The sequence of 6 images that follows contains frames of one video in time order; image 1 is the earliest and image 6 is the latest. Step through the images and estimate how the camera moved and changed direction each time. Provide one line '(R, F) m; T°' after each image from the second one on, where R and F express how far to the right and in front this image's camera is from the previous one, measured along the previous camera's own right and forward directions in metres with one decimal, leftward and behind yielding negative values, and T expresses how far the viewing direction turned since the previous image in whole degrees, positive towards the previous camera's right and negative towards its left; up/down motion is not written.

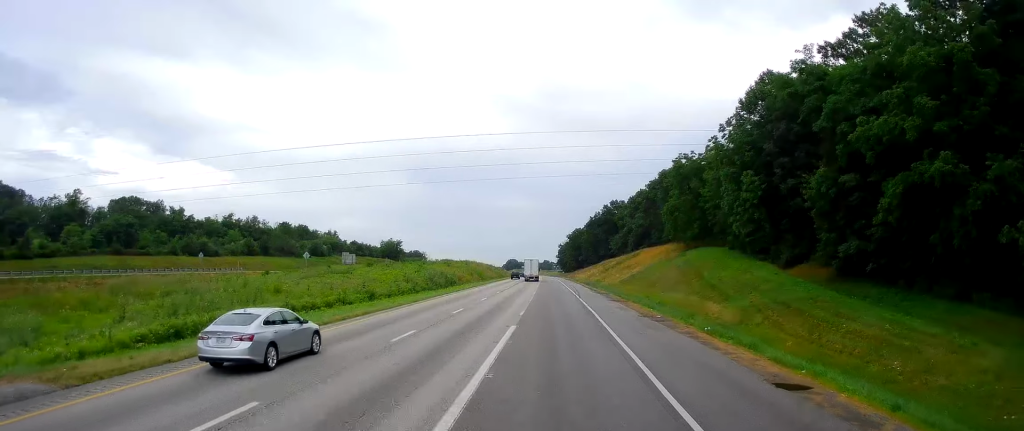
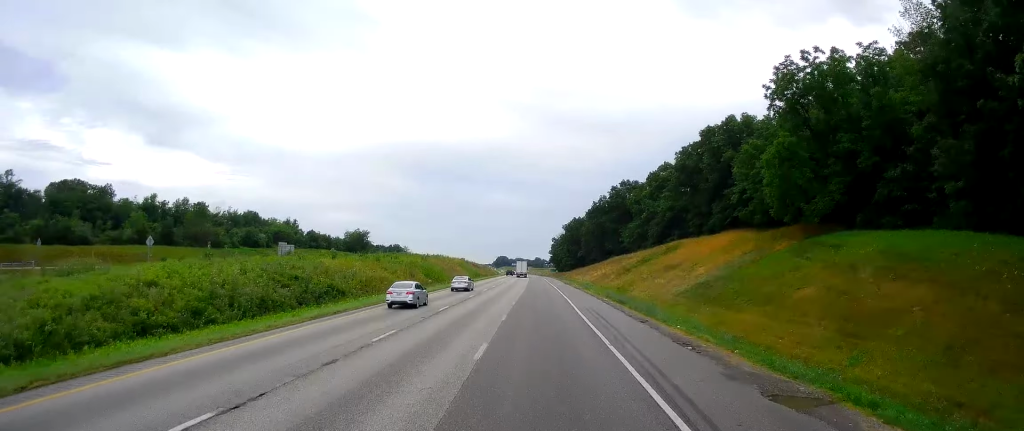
(+2.2, +51.7) m; +2°
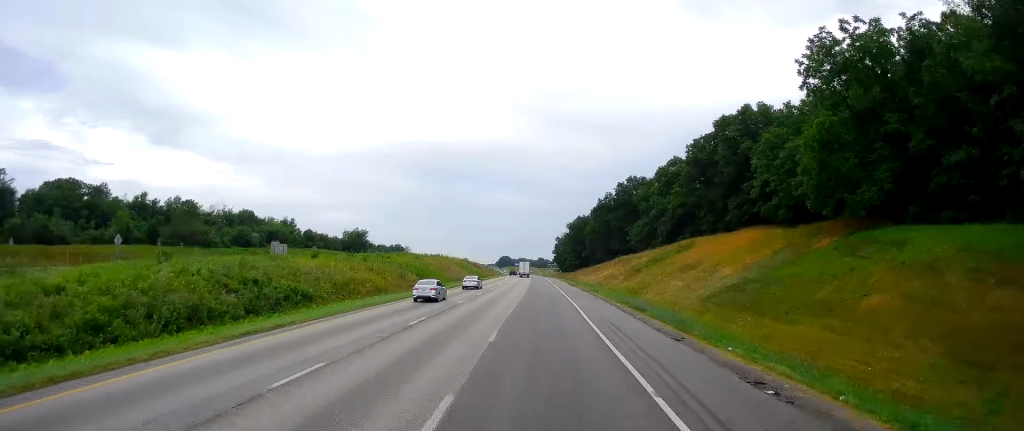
(-0.1, +7.8) m; 0°
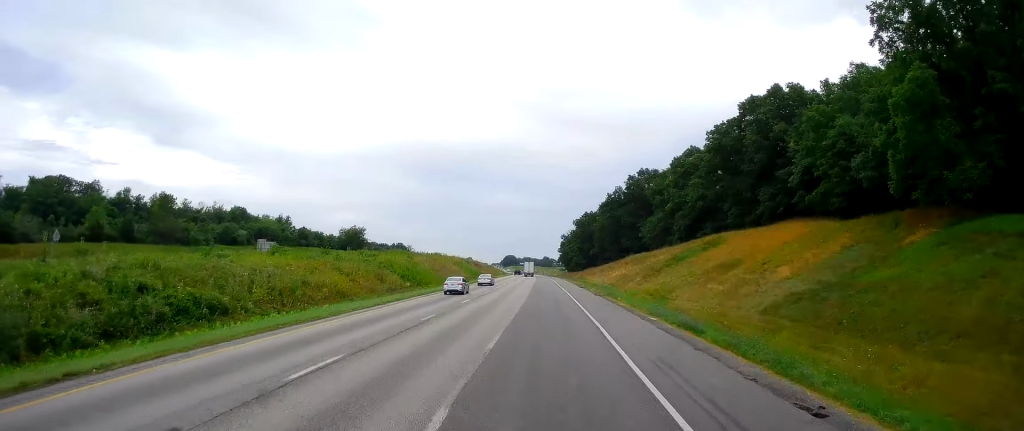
(-0.2, +12.5) m; -1°
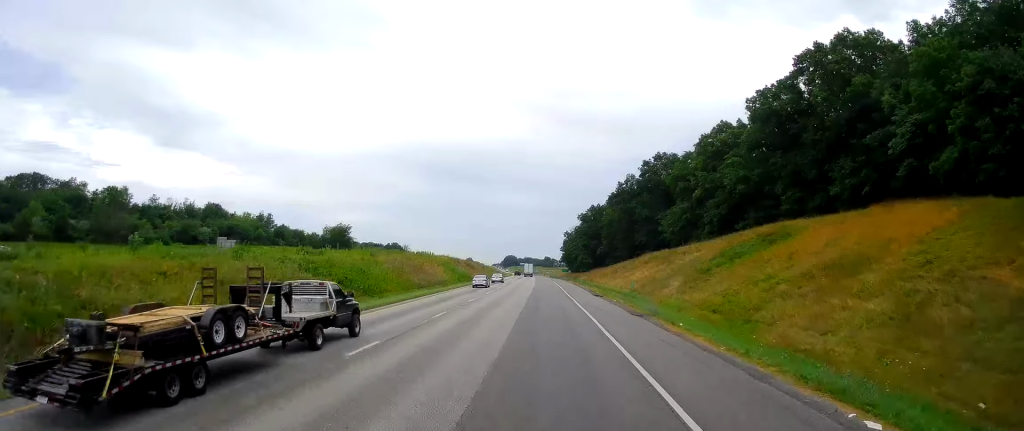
(0.0, +23.1) m; 0°
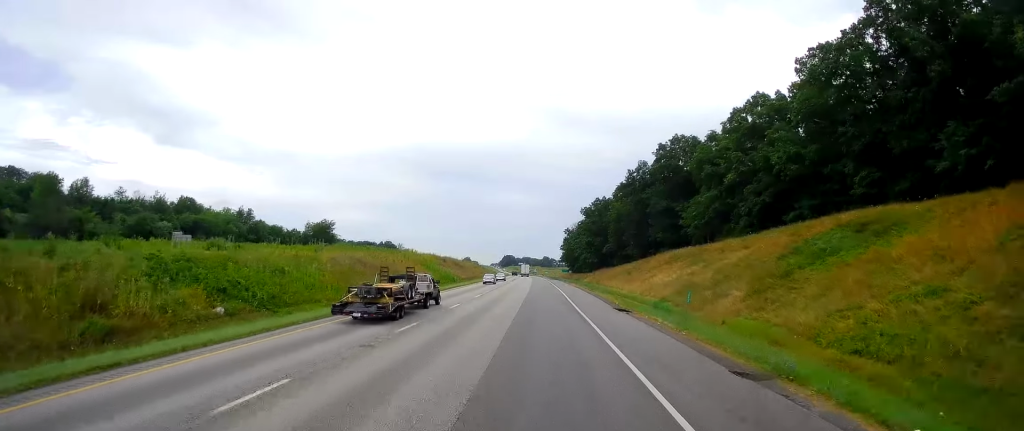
(+0.1, +19.8) m; +1°
